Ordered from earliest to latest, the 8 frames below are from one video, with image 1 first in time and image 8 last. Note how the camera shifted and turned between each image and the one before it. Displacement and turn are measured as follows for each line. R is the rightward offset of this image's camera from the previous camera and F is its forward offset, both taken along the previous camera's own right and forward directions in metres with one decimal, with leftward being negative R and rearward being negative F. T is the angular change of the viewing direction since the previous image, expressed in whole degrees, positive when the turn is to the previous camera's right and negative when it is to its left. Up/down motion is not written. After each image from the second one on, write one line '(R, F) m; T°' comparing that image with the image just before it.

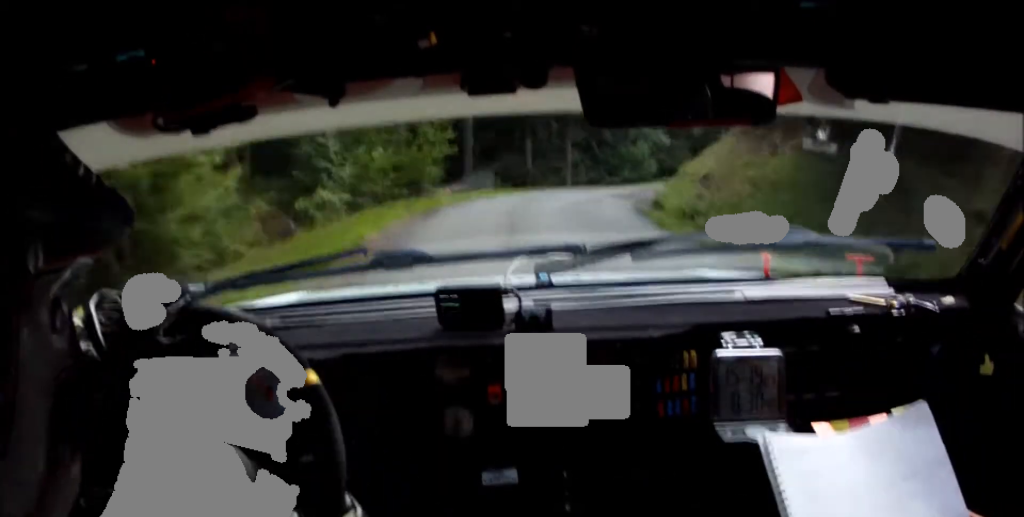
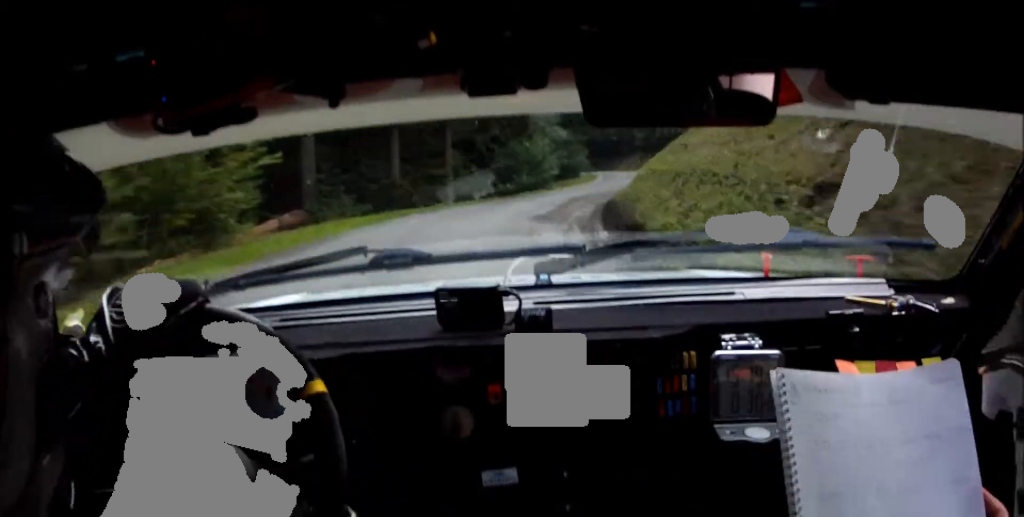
(+0.3, +11.8) m; +5°
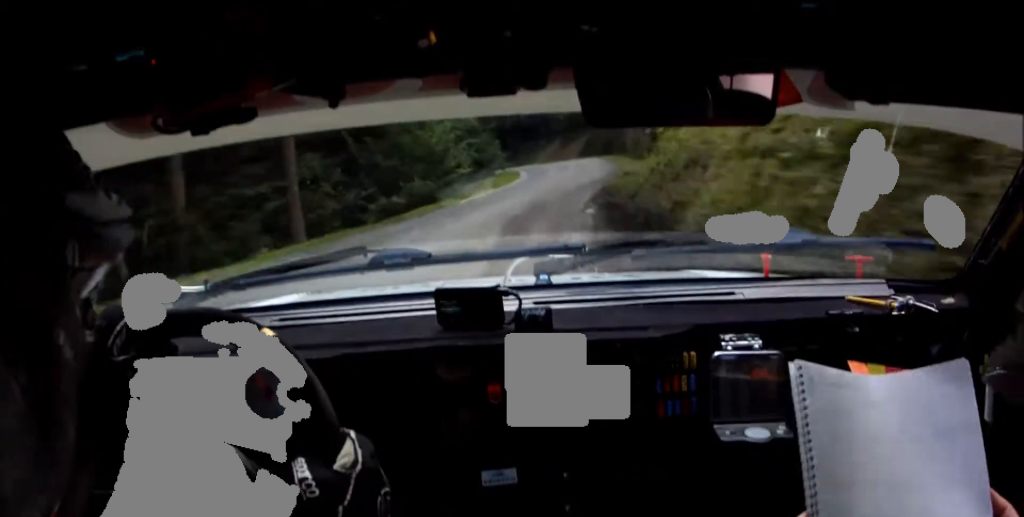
(0.0, +14.4) m; +6°
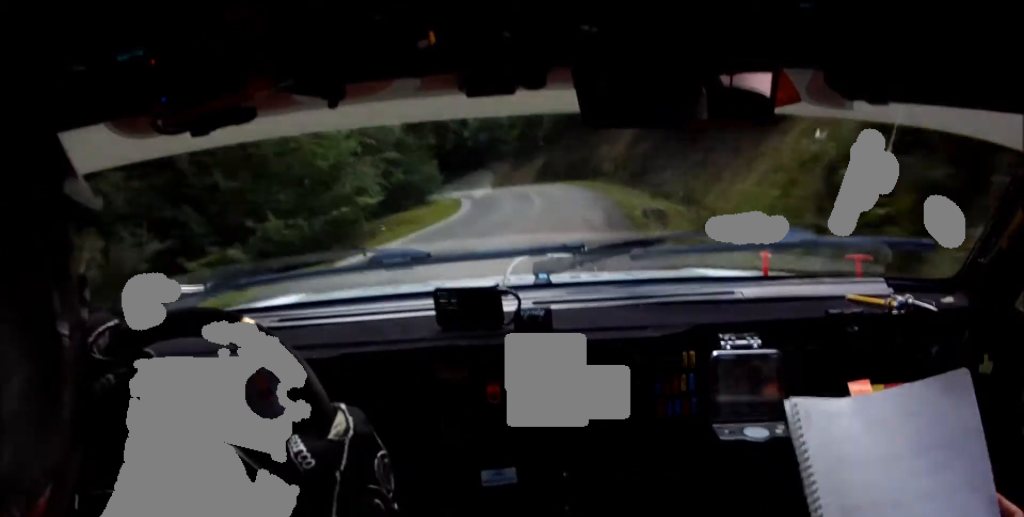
(+1.4, +11.6) m; +3°
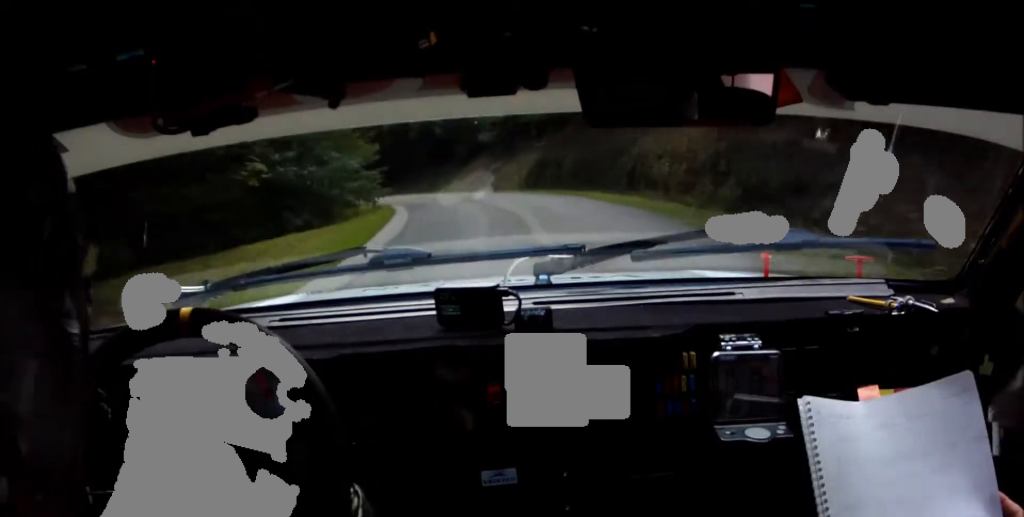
(+1.0, +16.3) m; +2°
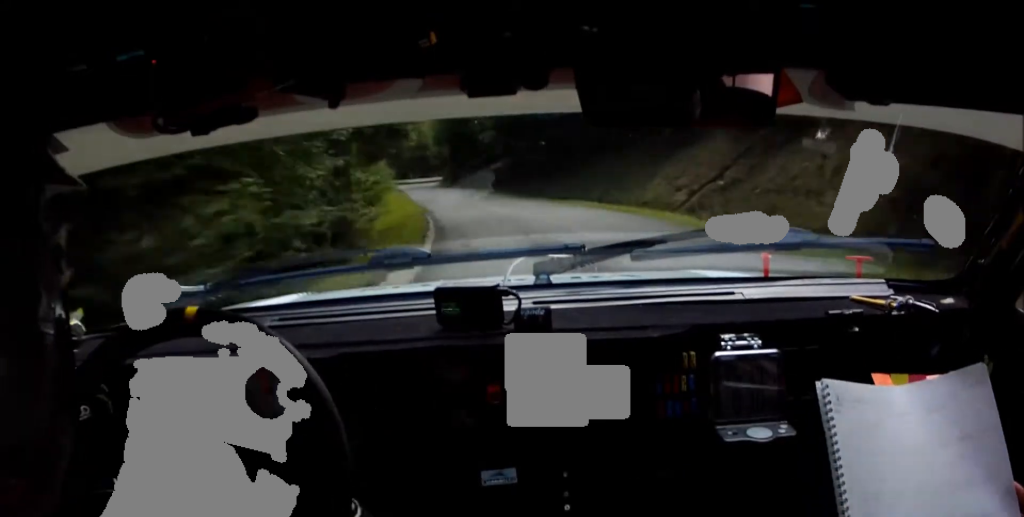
(-0.5, +27.3) m; -6°
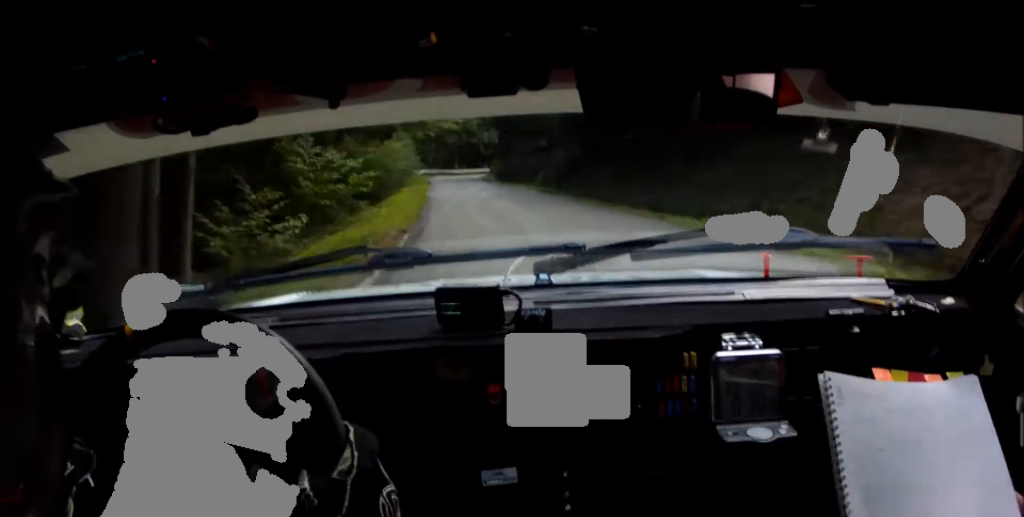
(-1.0, +14.6) m; -4°
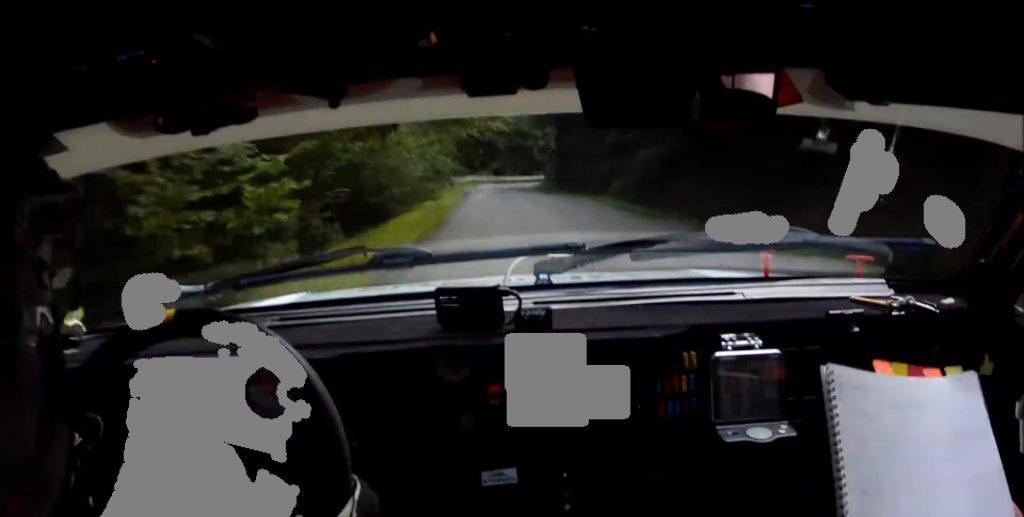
(-0.1, +11.7) m; -3°
